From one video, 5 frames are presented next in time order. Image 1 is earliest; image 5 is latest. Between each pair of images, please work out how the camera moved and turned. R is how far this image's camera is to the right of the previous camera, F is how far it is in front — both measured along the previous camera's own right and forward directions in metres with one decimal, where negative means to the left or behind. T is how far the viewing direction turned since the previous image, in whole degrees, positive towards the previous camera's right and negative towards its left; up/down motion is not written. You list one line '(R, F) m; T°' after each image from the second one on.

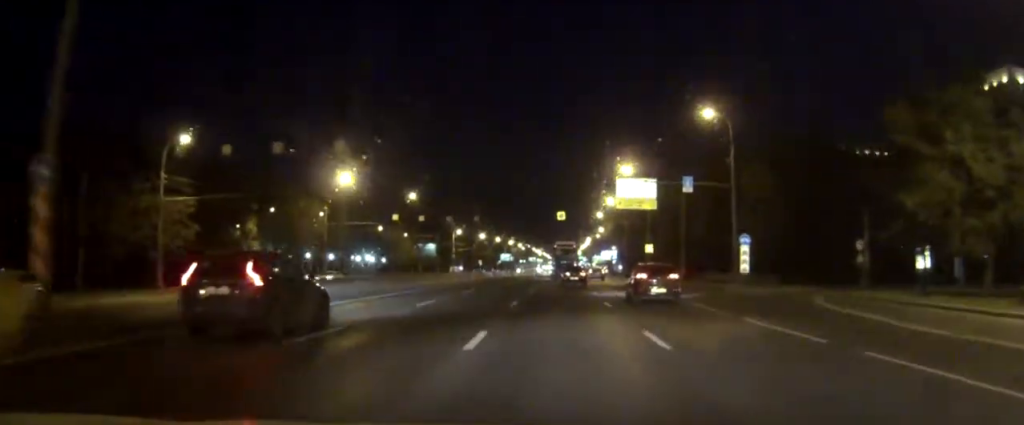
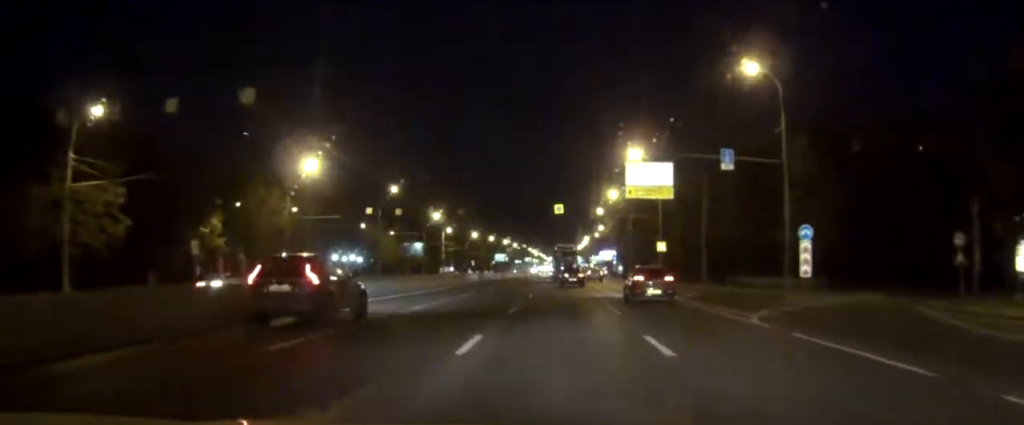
(0.0, +12.5) m; 0°
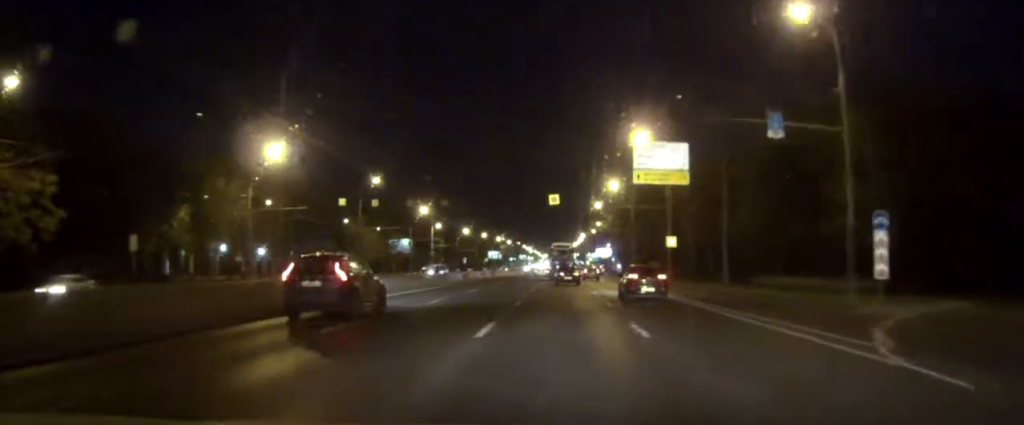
(0.0, +9.3) m; 0°
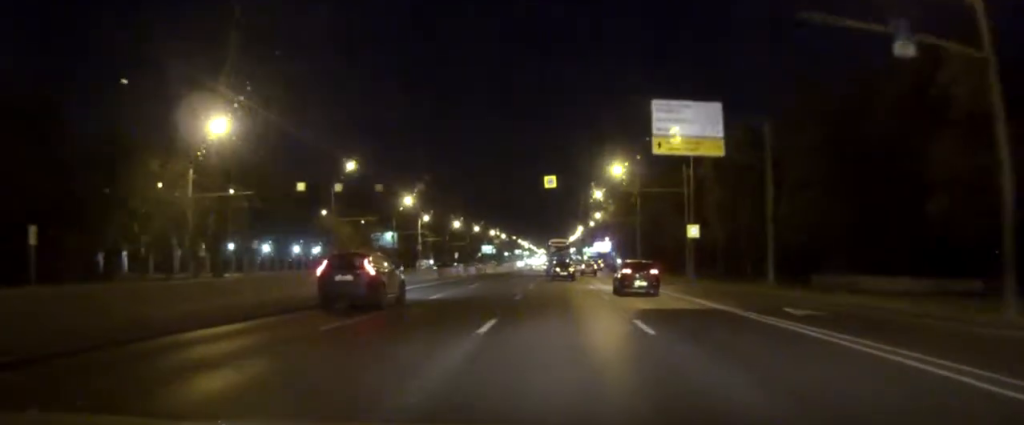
(0.0, +12.0) m; 0°
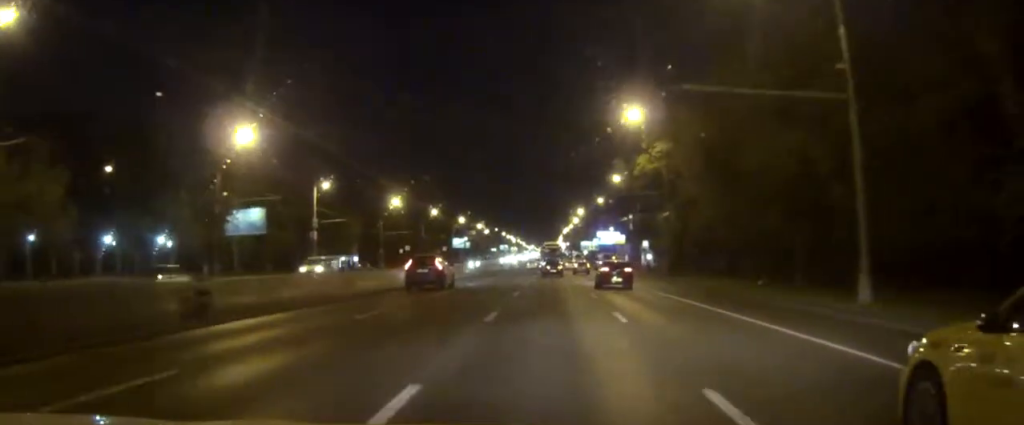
(+0.2, +68.7) m; 0°
